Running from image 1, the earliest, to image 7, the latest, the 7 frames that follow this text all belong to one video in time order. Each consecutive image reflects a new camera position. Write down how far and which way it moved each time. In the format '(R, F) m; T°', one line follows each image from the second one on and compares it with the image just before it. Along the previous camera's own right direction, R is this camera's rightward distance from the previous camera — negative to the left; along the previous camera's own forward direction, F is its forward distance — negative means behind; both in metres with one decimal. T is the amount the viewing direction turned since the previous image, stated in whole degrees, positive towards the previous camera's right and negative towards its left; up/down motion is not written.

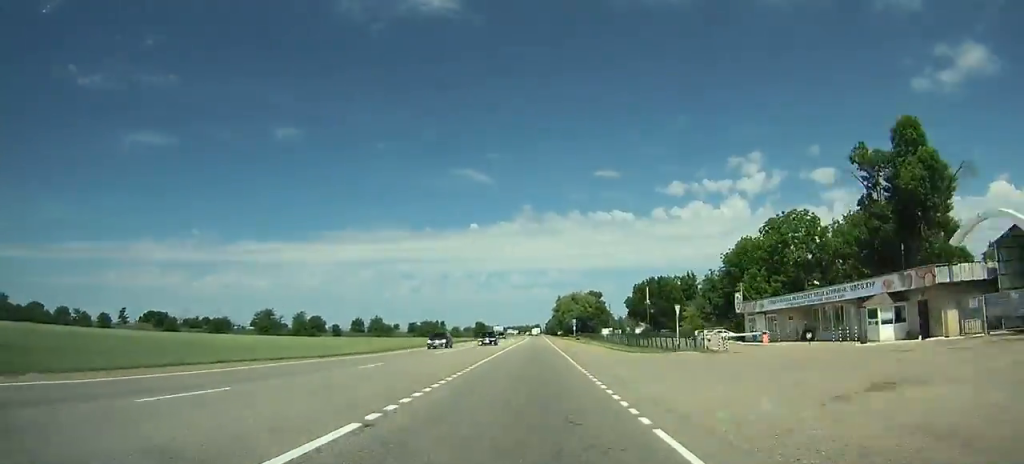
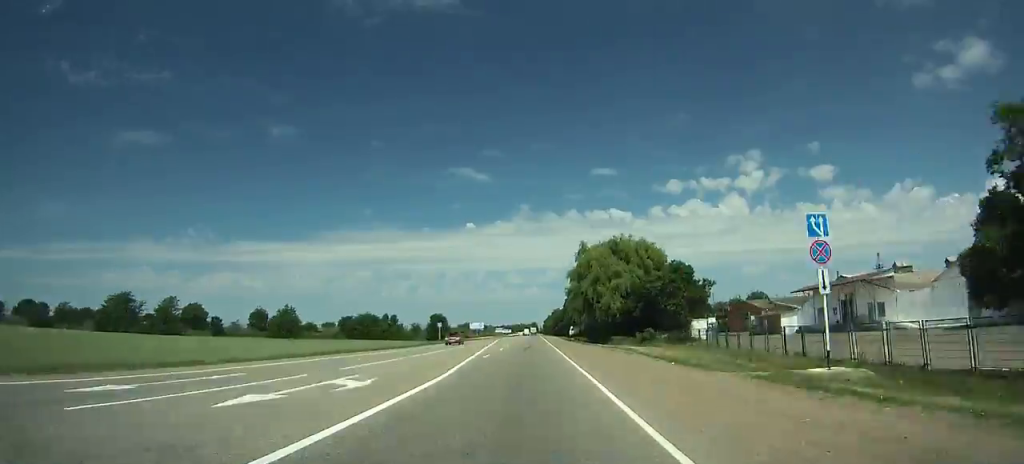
(+0.2, +115.9) m; 0°
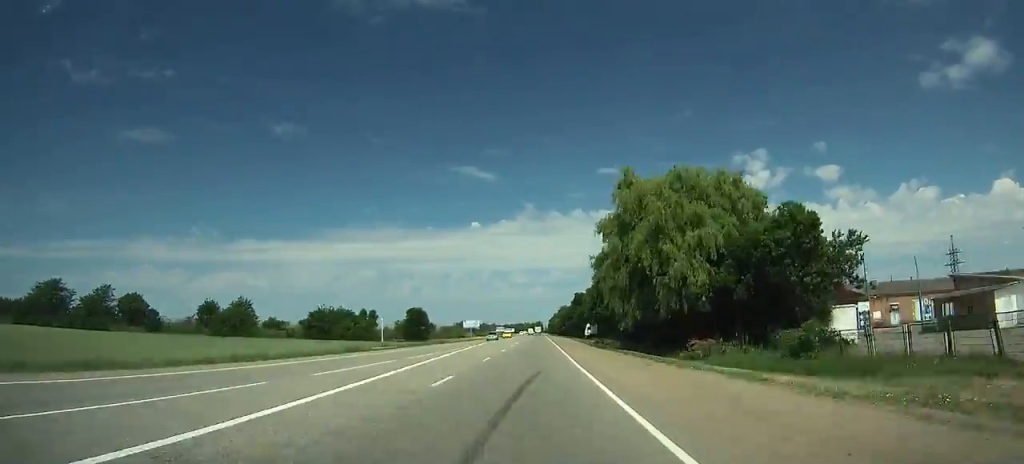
(+0.1, +37.3) m; 0°
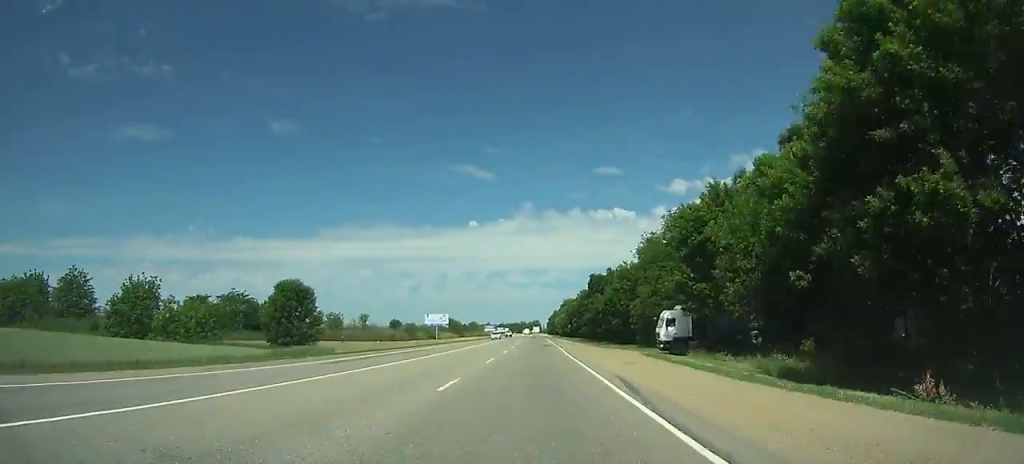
(-0.1, +72.5) m; 0°
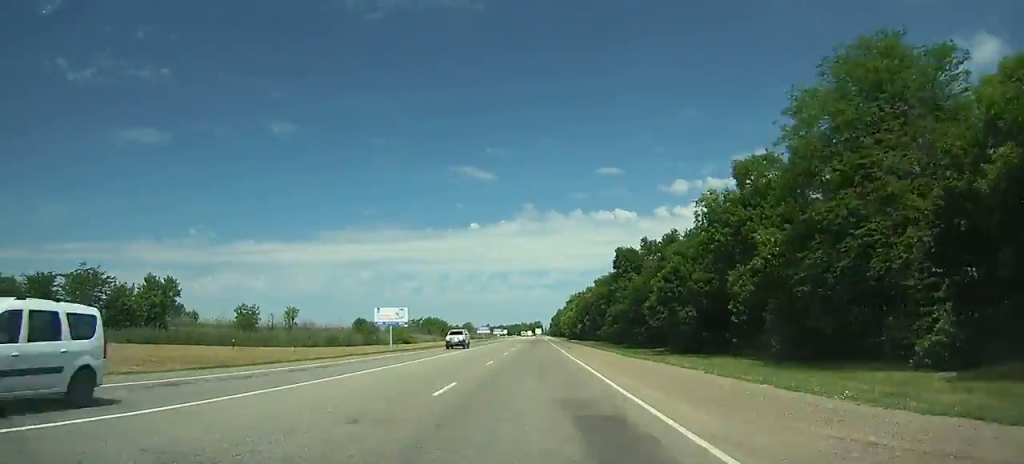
(-0.1, +49.9) m; 0°
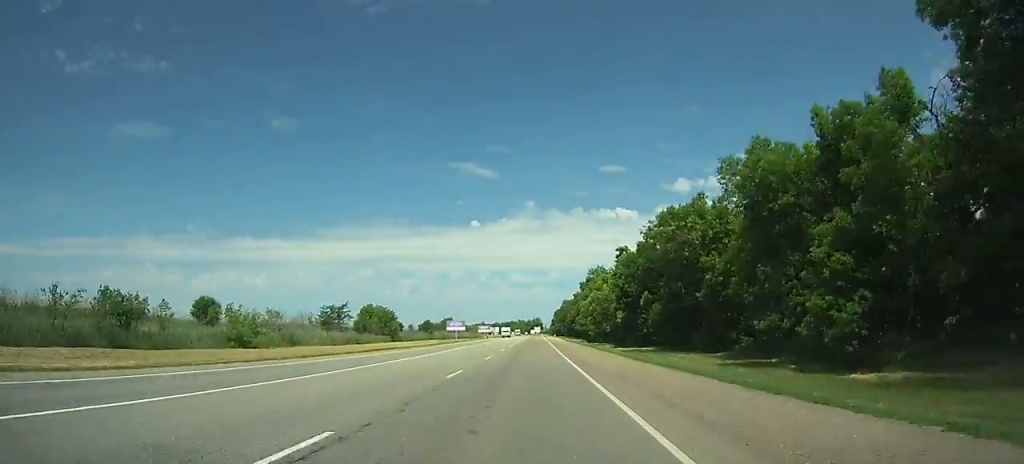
(0.0, +92.2) m; 0°
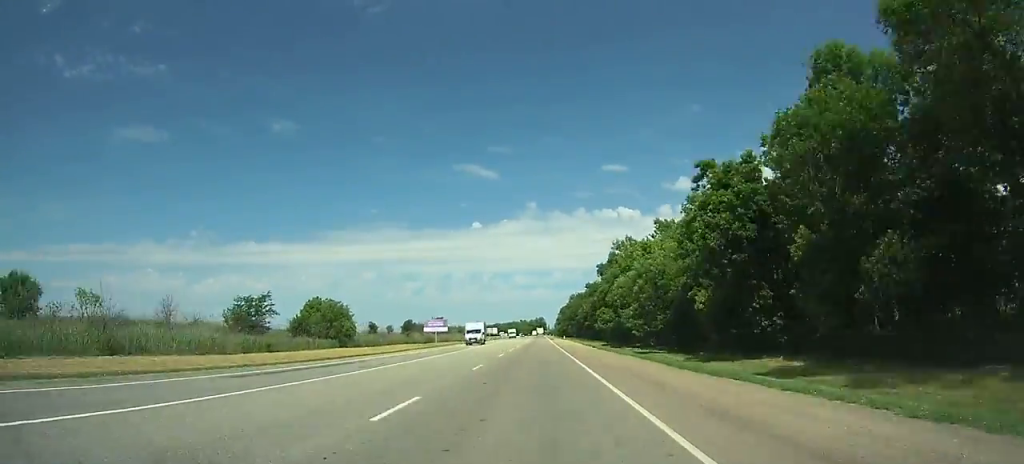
(0.0, +44.7) m; 0°
